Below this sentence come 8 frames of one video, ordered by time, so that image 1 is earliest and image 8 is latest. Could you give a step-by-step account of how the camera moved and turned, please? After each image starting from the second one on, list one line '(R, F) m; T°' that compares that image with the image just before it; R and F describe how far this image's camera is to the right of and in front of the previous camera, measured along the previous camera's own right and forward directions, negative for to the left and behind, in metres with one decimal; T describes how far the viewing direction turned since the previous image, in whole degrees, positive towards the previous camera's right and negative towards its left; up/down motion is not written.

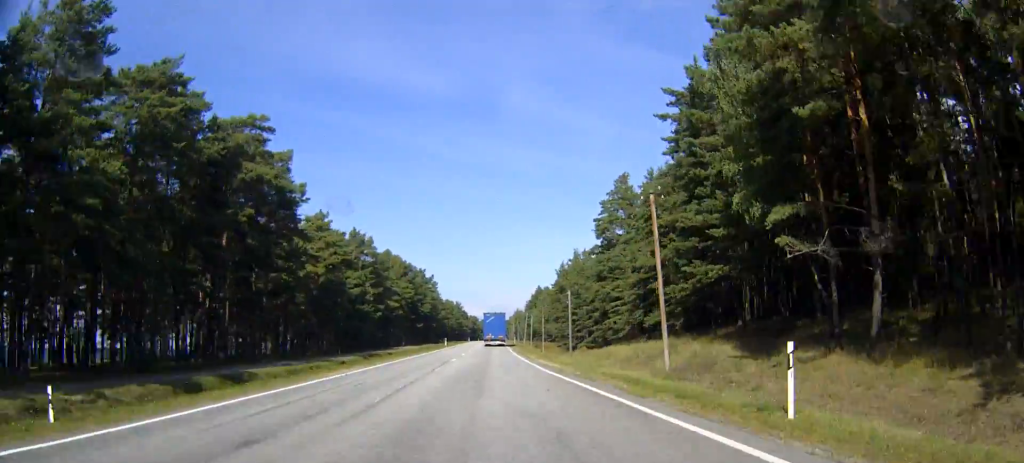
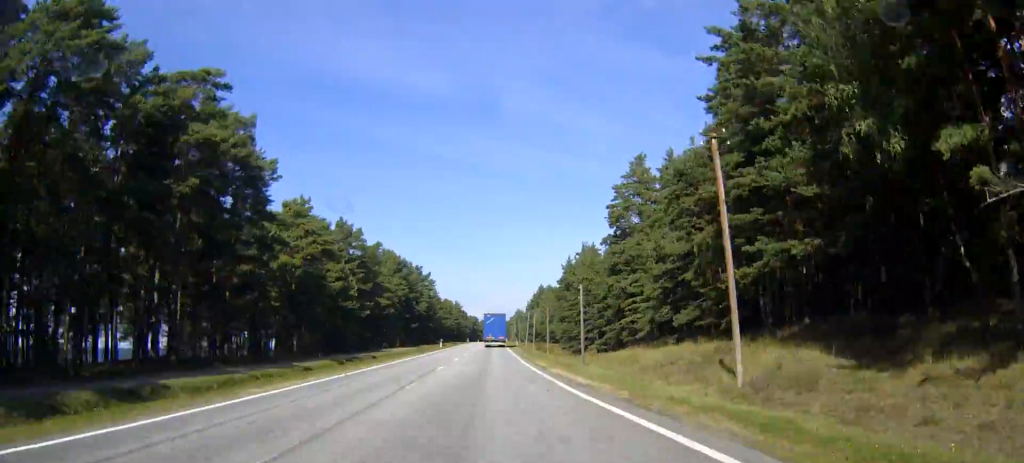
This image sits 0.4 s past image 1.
(0.0, +9.6) m; 0°
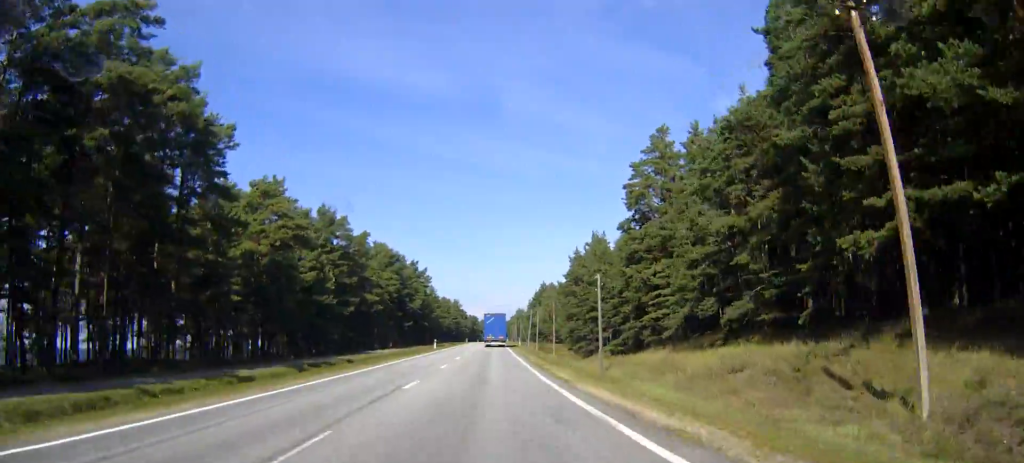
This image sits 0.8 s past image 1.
(0.0, +10.3) m; 0°
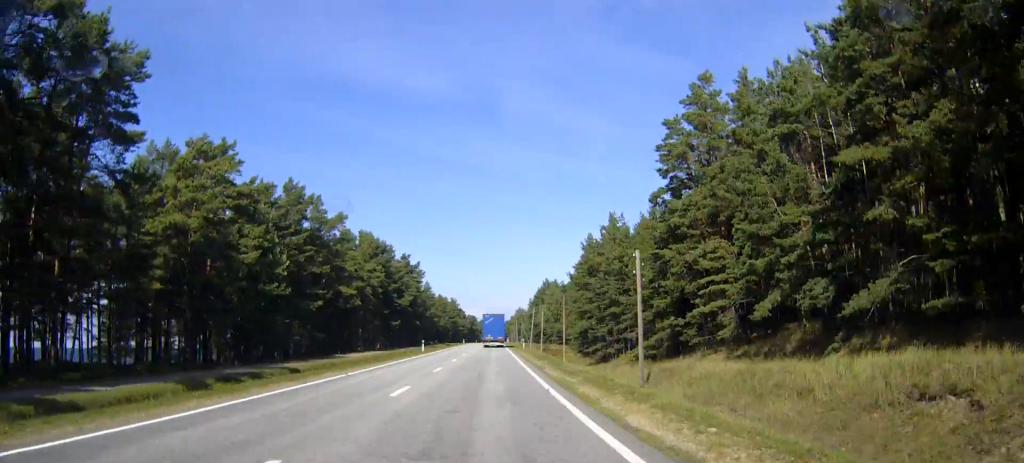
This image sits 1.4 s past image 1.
(0.0, +14.4) m; 0°
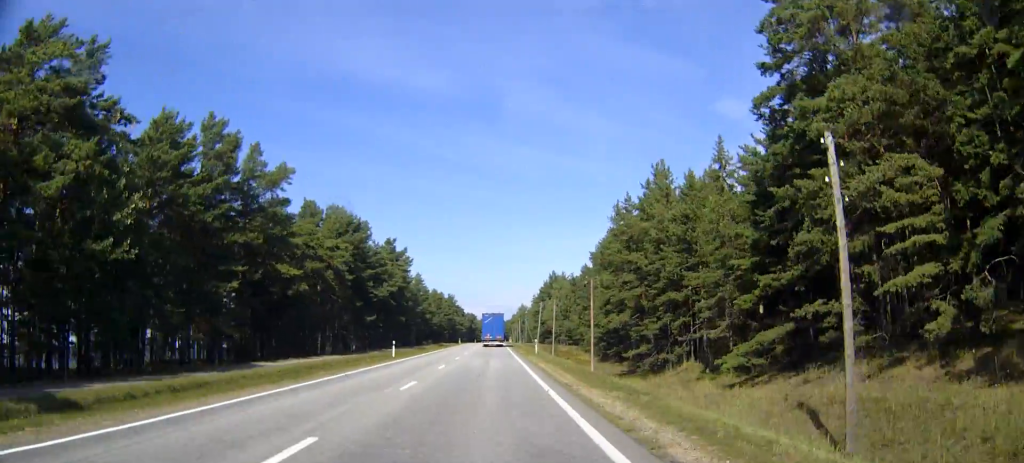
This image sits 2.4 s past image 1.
(0.0, +22.3) m; 0°
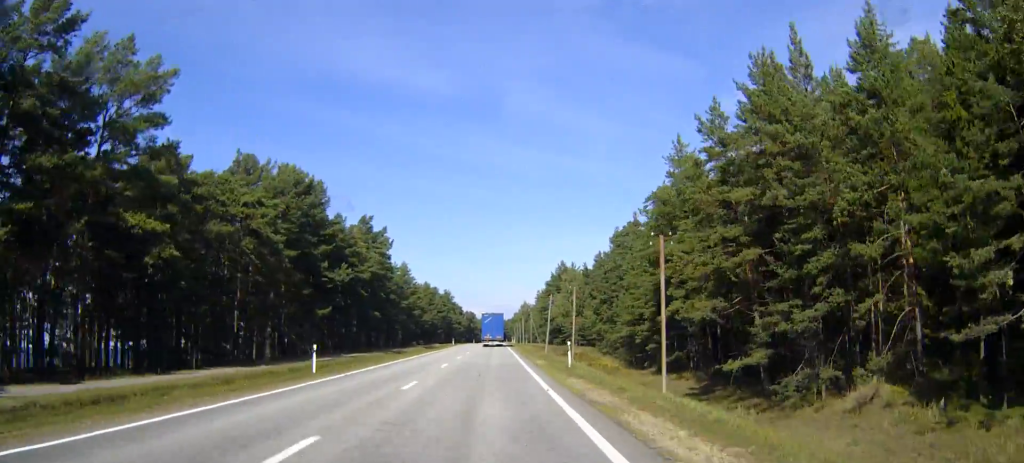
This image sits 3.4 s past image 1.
(0.0, +23.8) m; 0°
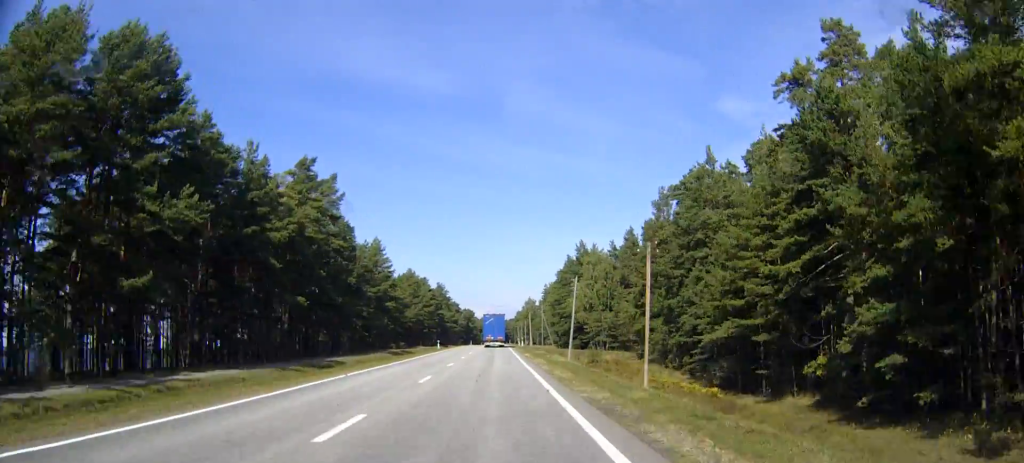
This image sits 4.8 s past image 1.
(0.0, +34.2) m; 0°
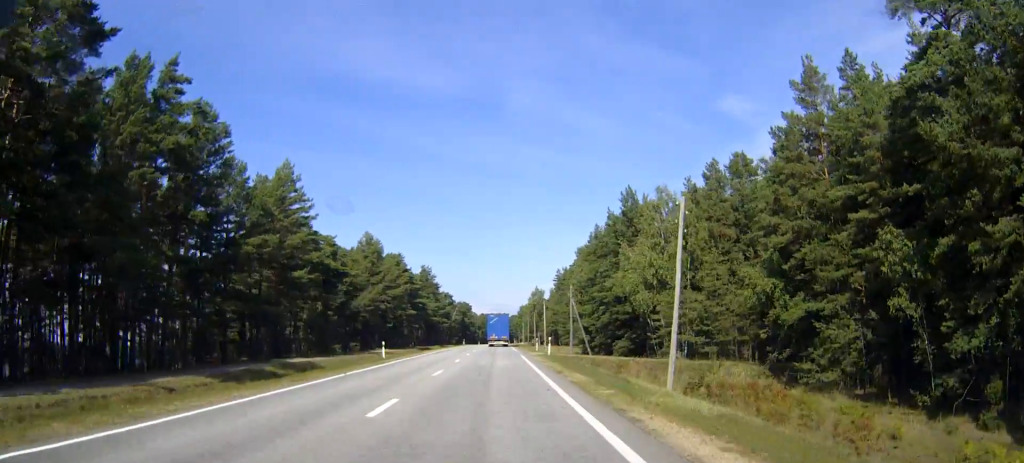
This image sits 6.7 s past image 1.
(0.0, +45.5) m; 0°
